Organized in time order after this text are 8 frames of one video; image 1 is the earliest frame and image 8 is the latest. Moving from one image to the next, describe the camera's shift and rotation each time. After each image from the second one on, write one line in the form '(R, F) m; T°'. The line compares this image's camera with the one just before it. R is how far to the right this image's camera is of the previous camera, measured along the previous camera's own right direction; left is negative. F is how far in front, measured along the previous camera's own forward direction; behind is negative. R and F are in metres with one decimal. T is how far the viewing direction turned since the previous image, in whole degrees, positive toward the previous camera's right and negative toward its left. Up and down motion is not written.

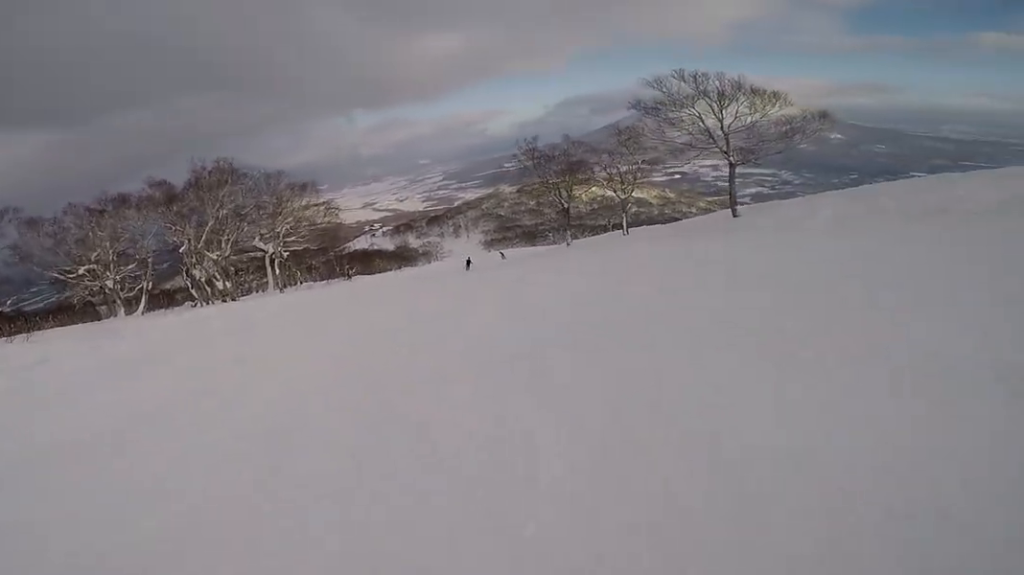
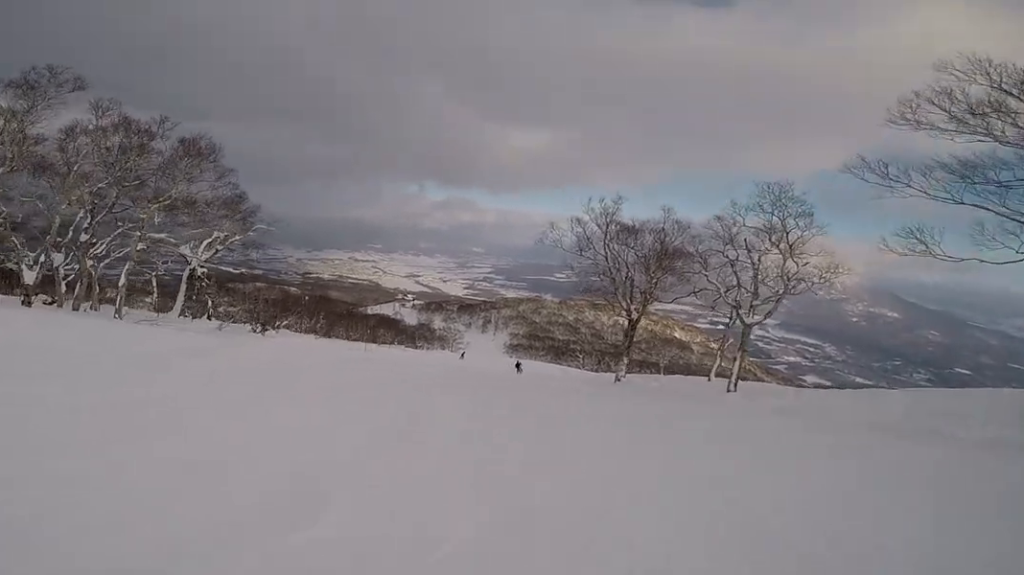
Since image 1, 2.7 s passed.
(+1.1, +17.4) m; -12°
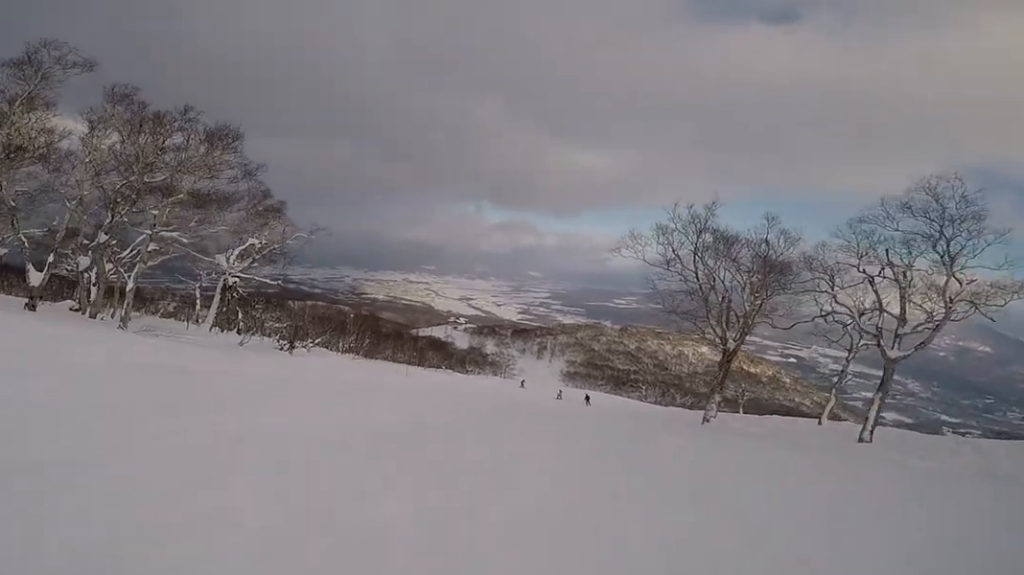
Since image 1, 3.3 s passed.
(-0.7, +4.0) m; -6°
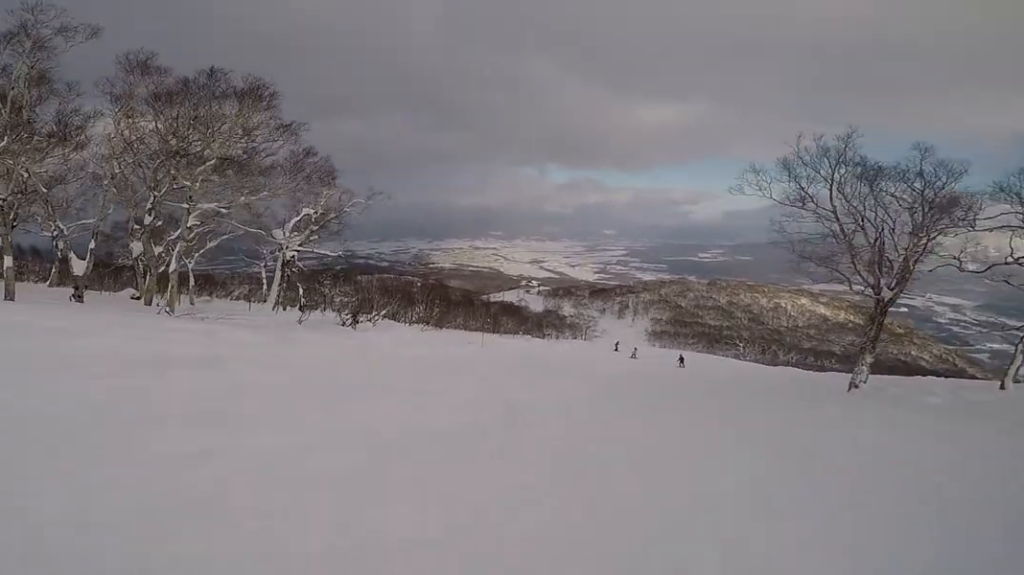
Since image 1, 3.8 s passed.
(+0.1, +3.3) m; +7°
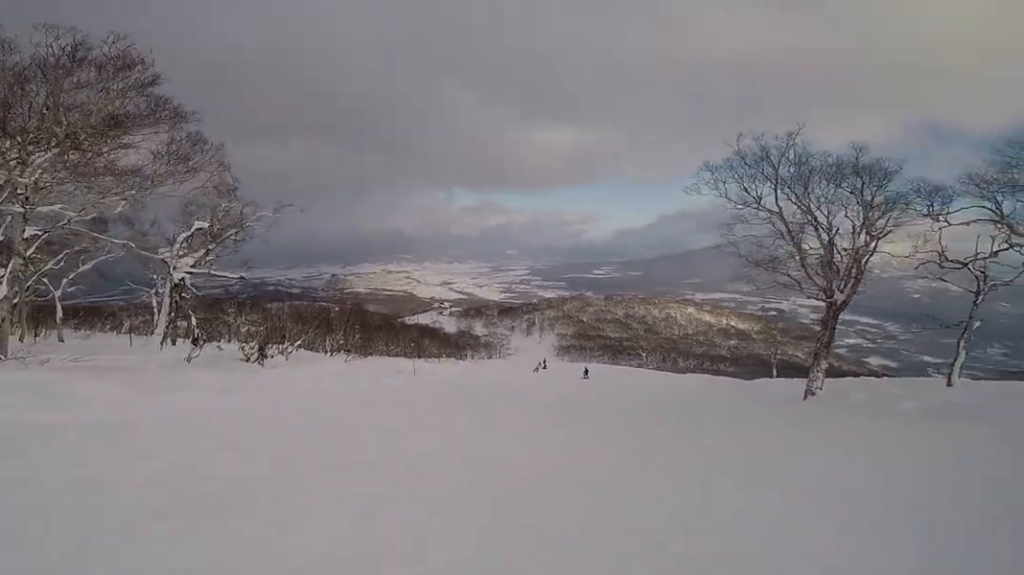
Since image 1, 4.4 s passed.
(+0.1, +4.2) m; +11°
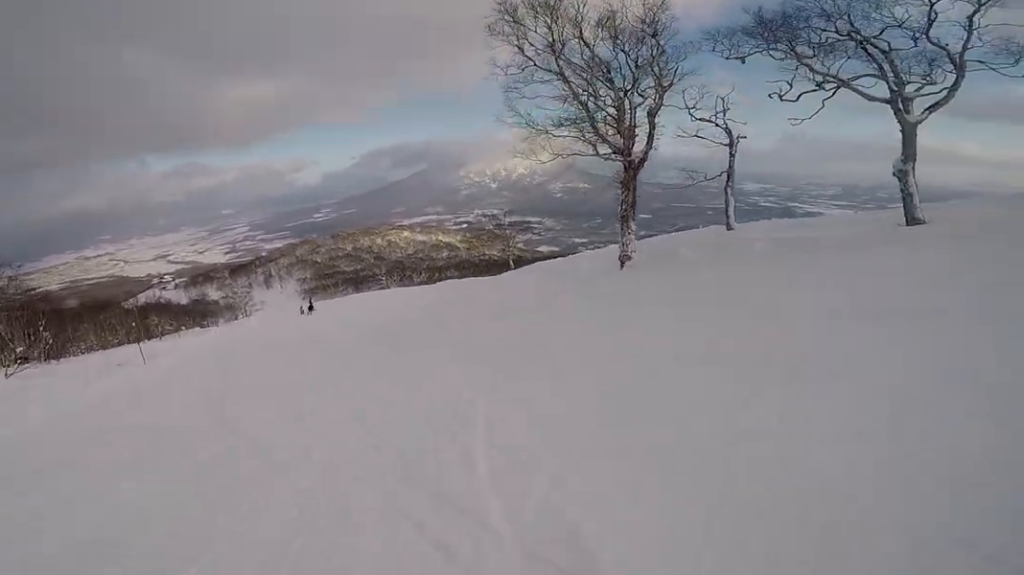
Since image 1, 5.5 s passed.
(+1.9, +7.4) m; +18°
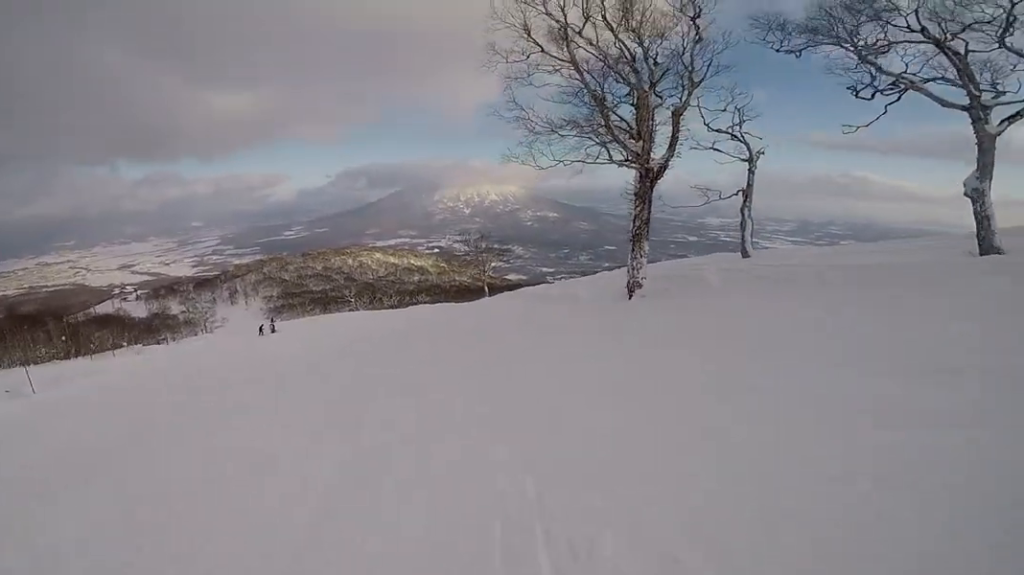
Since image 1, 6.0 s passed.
(+0.9, +3.4) m; -6°
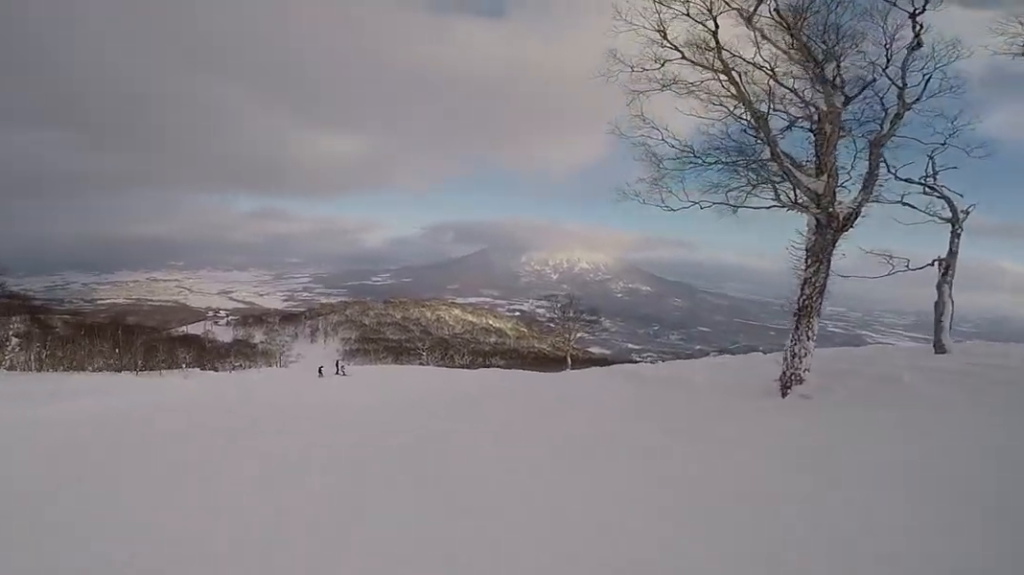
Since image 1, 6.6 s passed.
(-0.4, +3.4) m; -7°
